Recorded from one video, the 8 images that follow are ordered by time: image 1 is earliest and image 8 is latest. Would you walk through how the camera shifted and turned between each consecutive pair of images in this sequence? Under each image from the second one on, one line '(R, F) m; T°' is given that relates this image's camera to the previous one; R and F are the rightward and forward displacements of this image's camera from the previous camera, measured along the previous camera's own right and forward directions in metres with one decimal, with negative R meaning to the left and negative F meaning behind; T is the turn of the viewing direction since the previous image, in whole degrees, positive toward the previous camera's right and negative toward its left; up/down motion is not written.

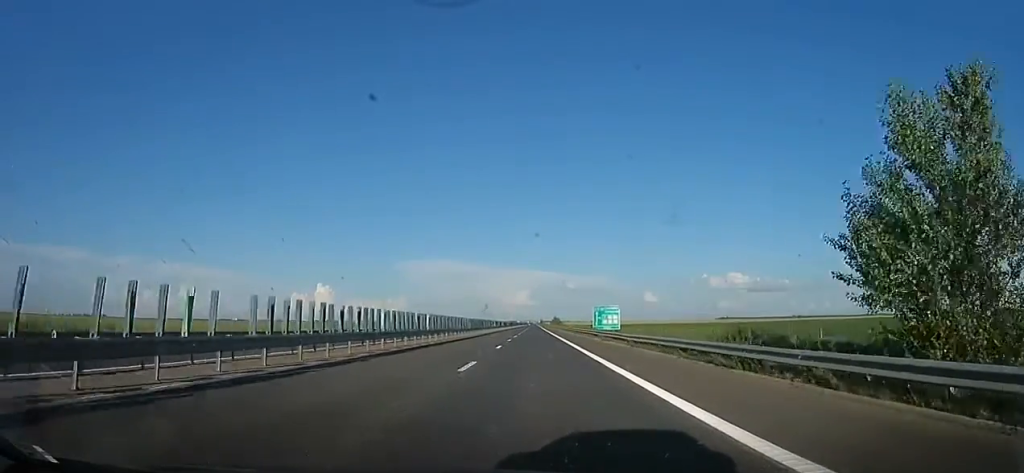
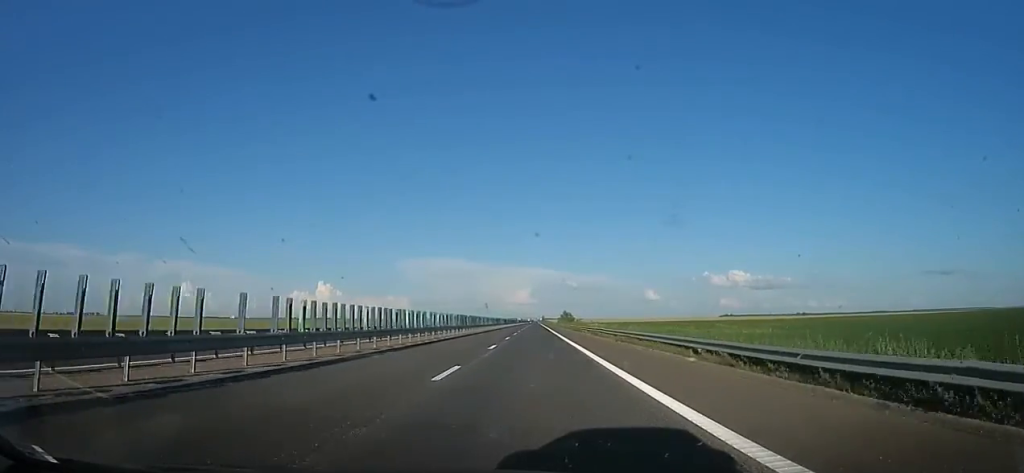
(-0.8, +87.1) m; -3°
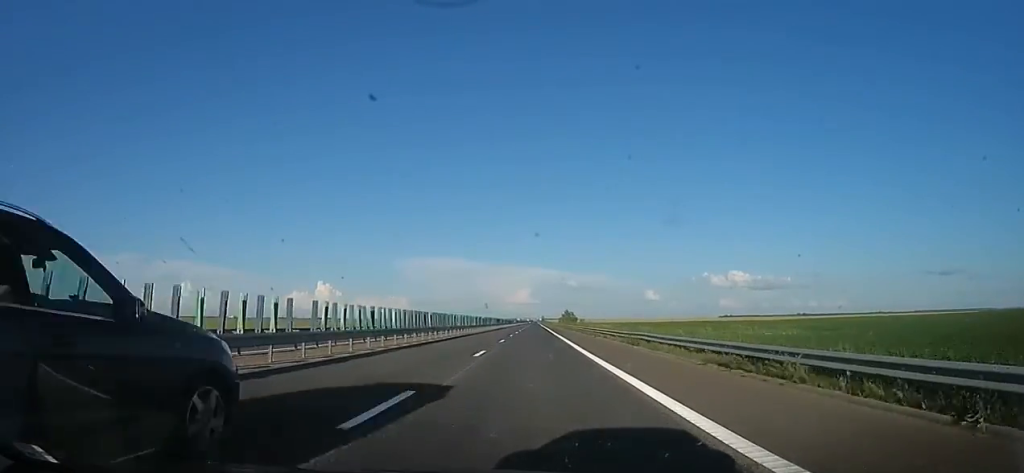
(-0.8, +16.9) m; 0°
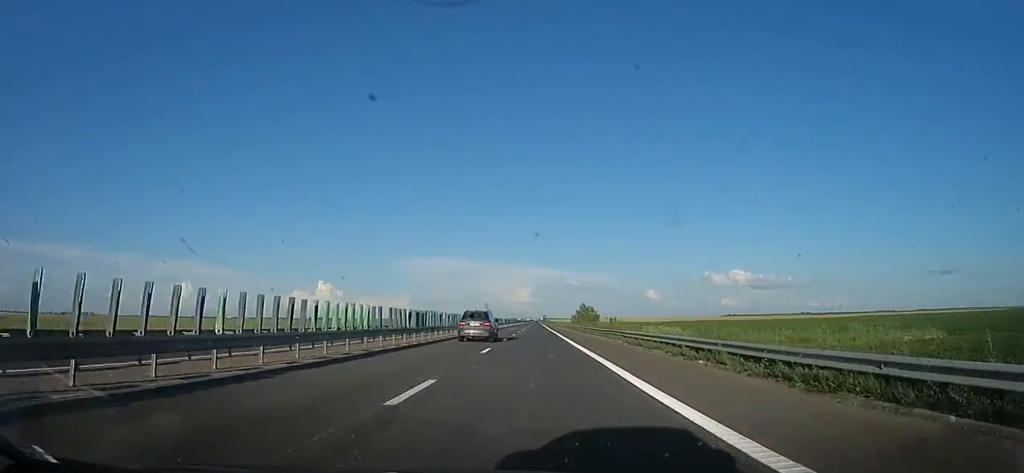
(+1.7, +59.4) m; +2°
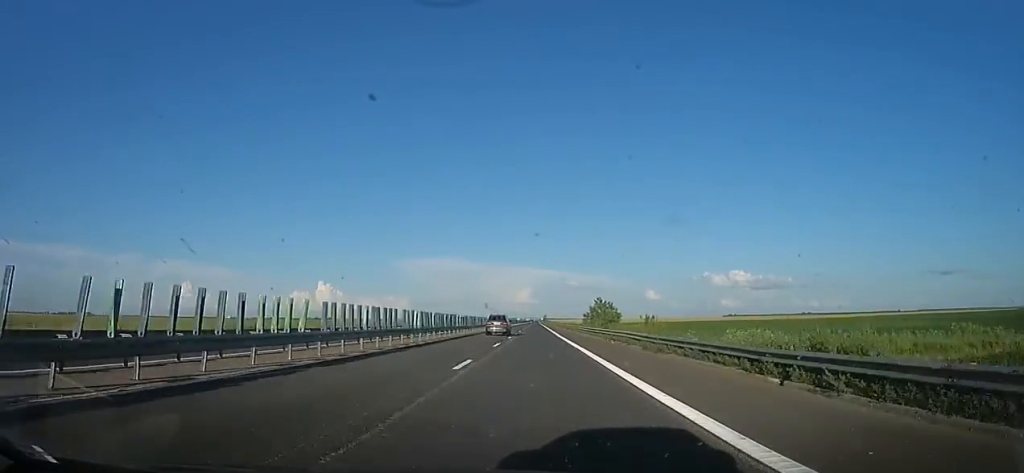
(-0.1, +30.4) m; -2°
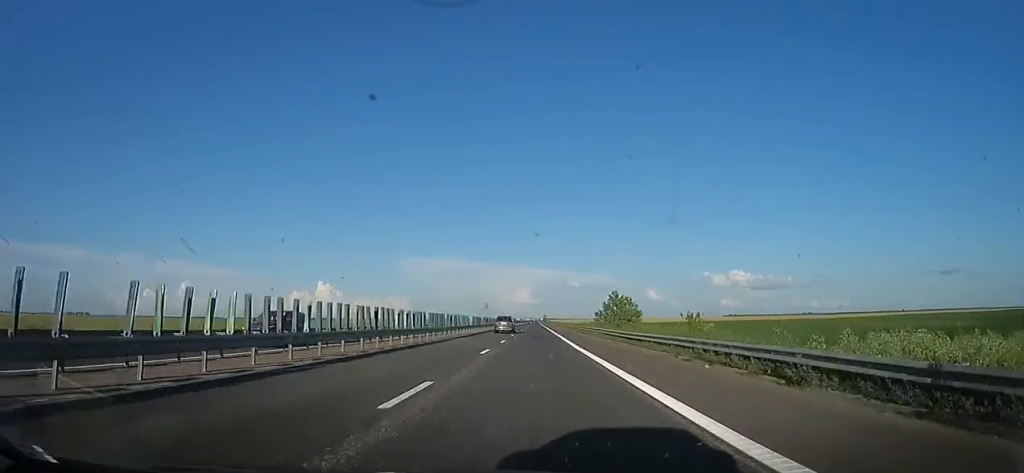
(-0.8, +17.8) m; 0°
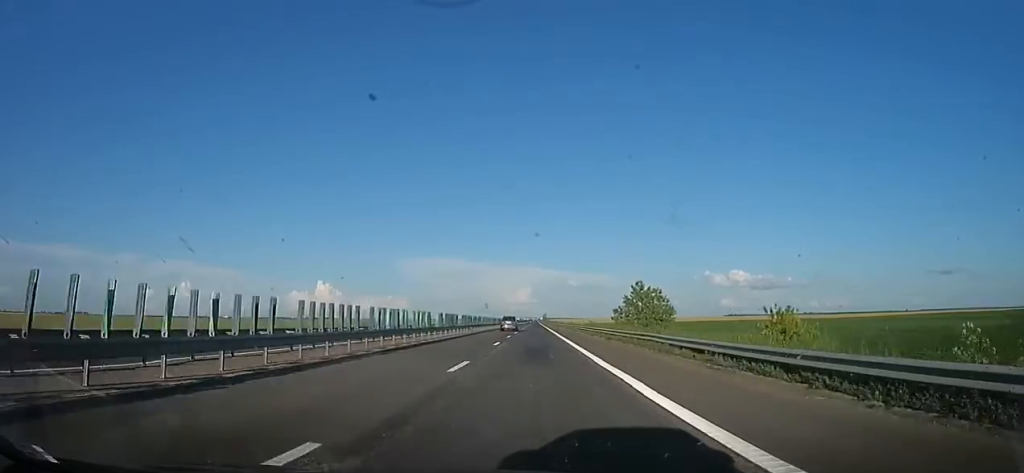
(-0.2, +17.3) m; 0°
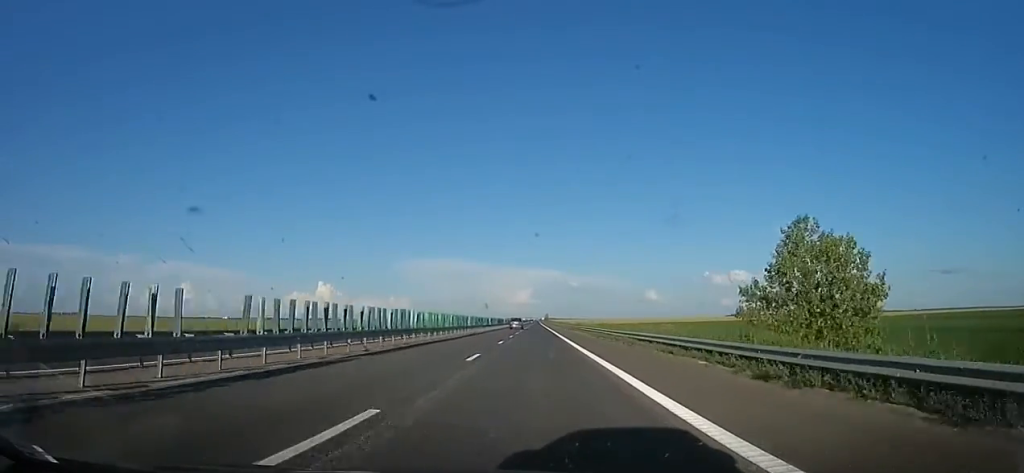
(+1.2, +34.0) m; +2°
